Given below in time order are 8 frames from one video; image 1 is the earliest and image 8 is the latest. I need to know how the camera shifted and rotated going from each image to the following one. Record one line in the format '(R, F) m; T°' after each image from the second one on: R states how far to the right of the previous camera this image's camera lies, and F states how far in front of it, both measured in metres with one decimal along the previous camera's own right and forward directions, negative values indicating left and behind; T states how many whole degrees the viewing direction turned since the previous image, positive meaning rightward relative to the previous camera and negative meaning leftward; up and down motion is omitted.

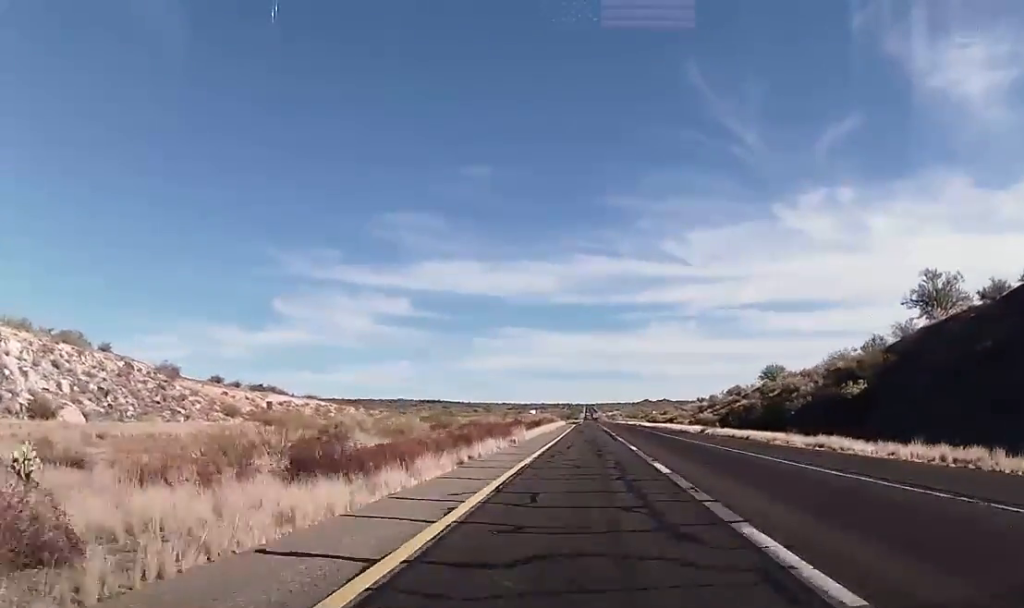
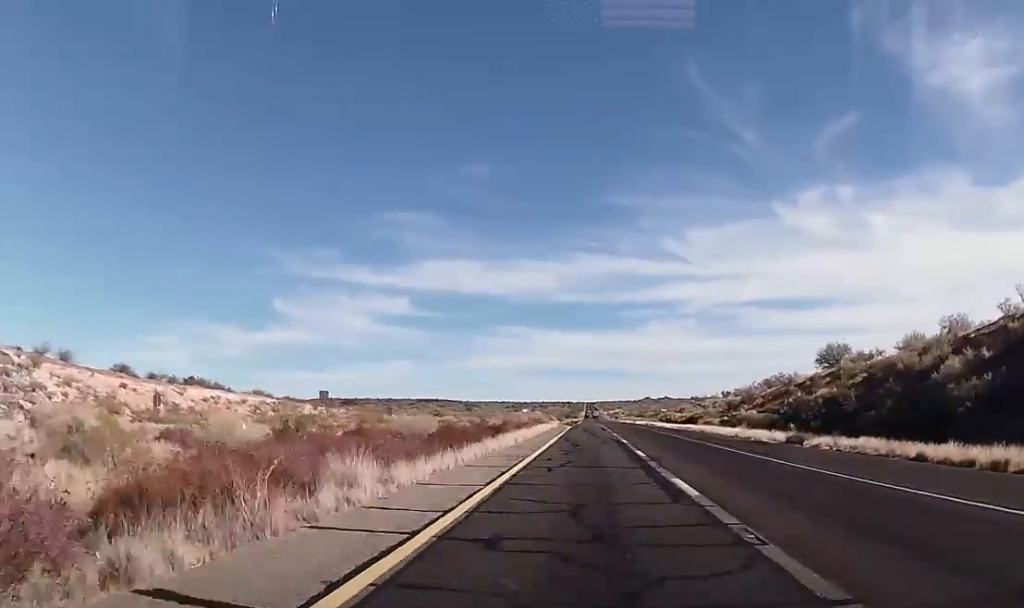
(+0.4, +28.5) m; 0°
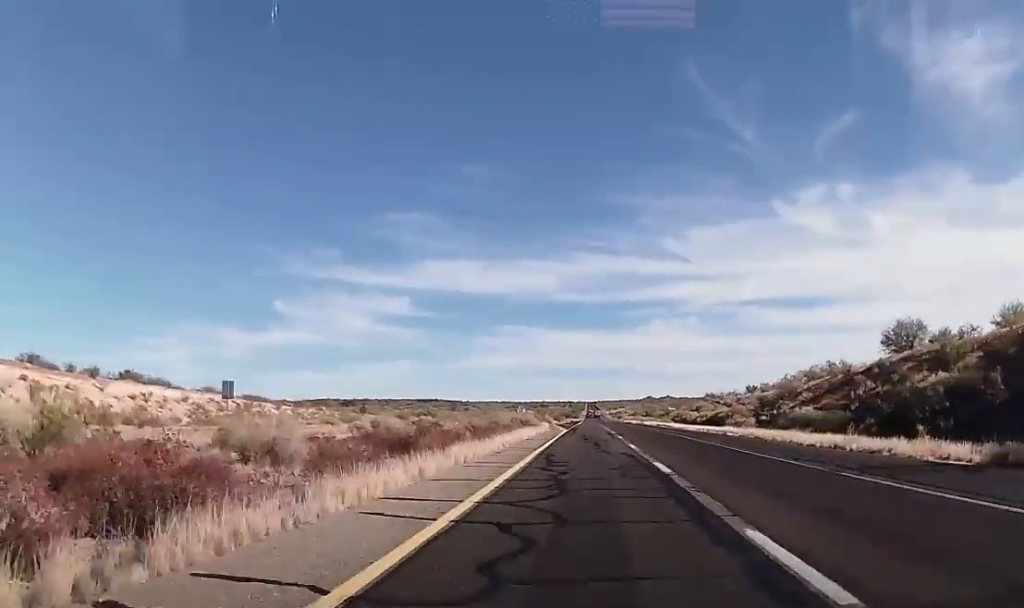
(-0.2, +19.5) m; 0°
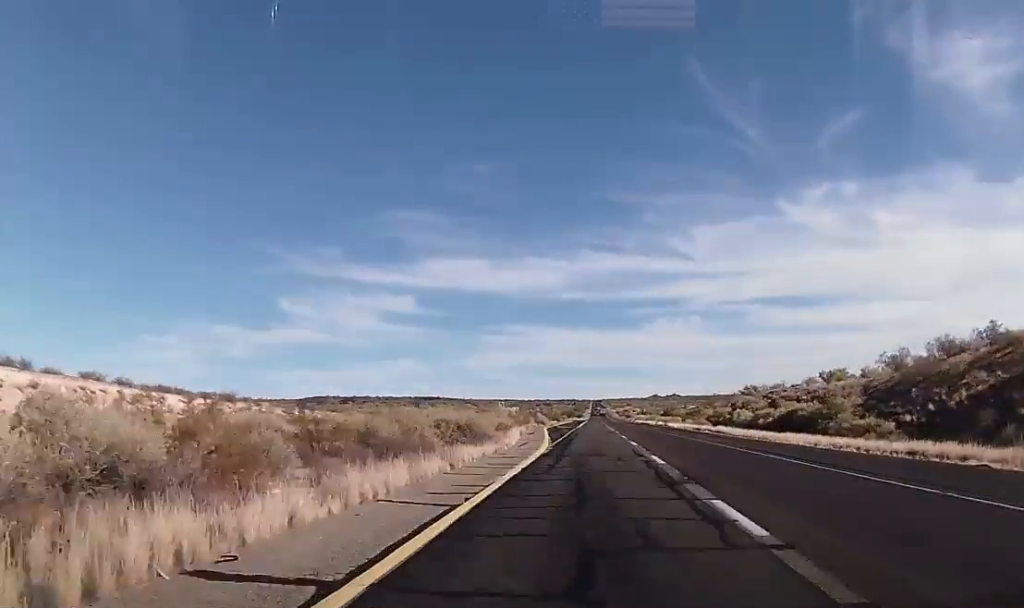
(+0.2, +33.5) m; 0°
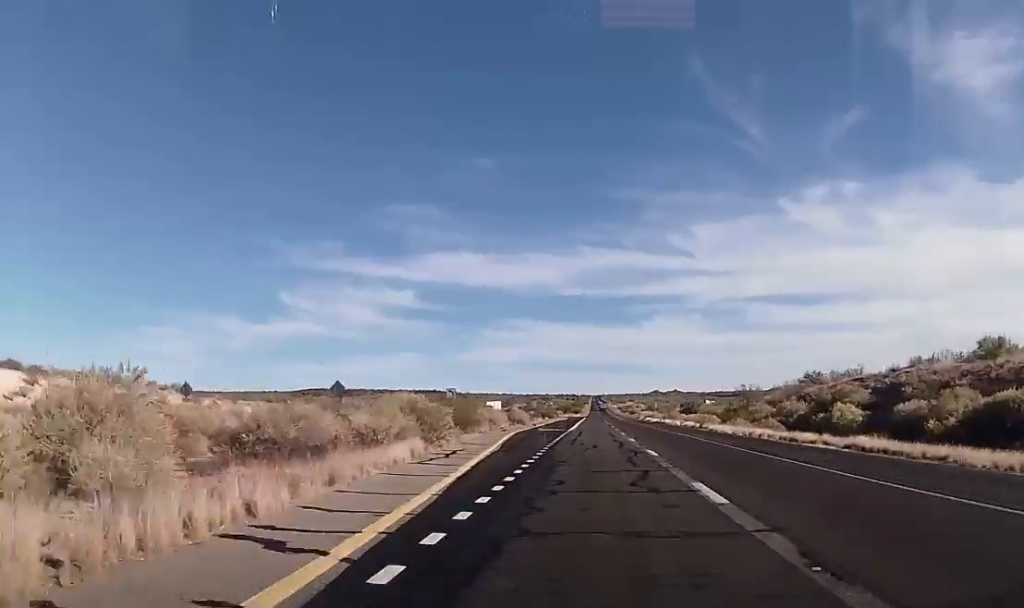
(-0.1, +33.7) m; -1°
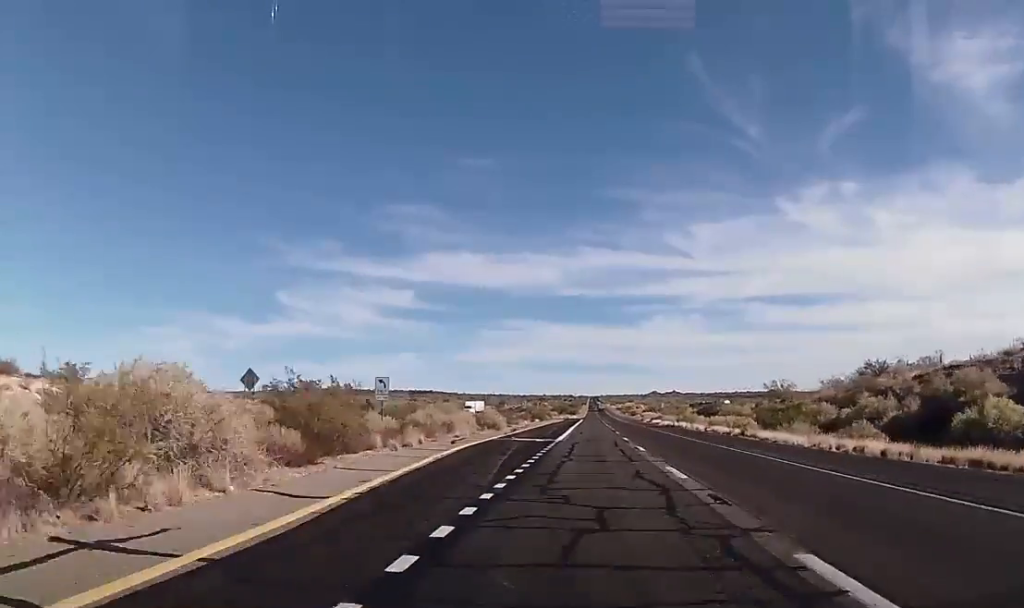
(-0.5, +19.8) m; 0°
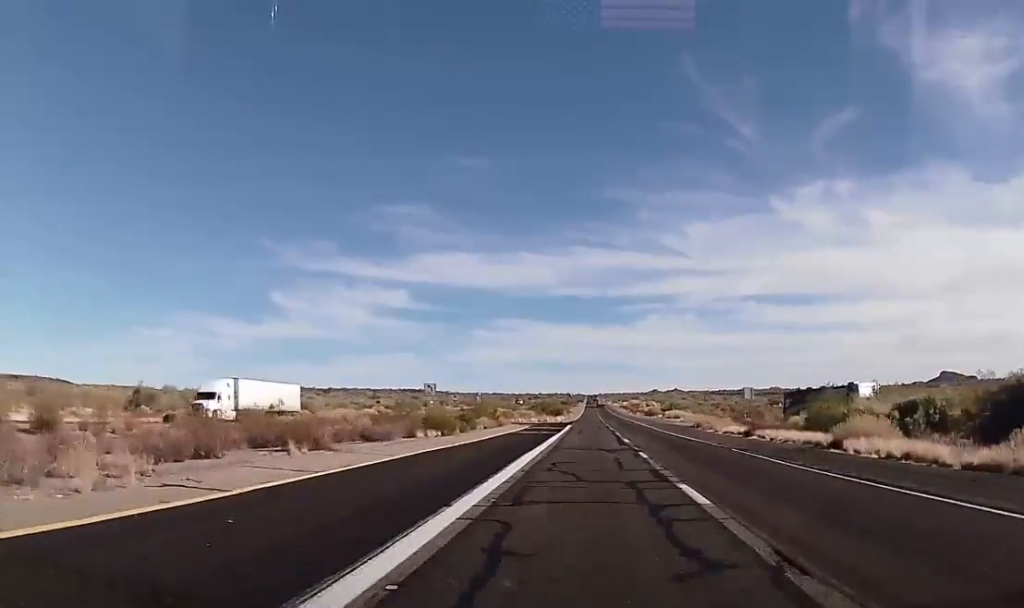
(+1.6, +78.0) m; +1°
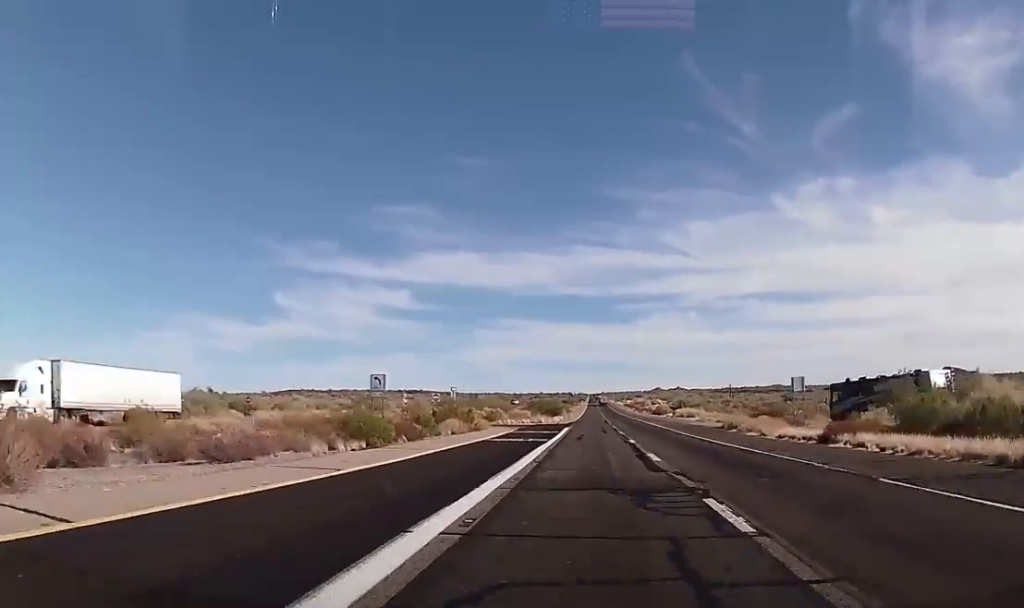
(+0.1, +14.8) m; 0°
